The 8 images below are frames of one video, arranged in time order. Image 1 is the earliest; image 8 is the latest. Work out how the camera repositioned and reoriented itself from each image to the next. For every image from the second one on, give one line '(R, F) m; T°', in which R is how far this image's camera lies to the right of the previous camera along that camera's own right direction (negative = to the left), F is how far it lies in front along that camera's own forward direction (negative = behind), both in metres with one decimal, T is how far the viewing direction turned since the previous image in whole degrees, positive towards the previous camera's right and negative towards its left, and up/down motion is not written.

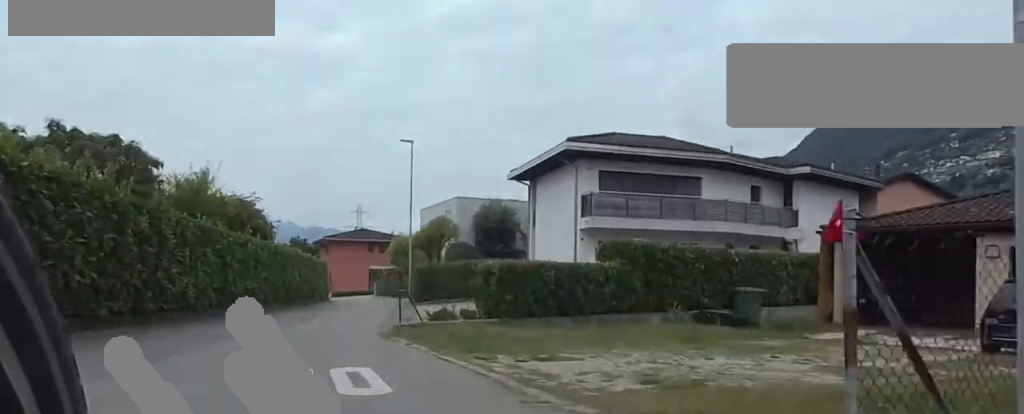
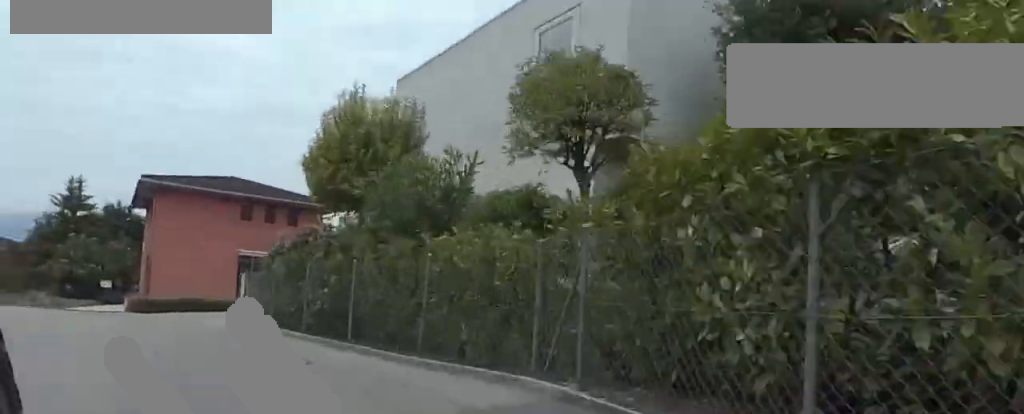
(-2.0, +32.1) m; -4°
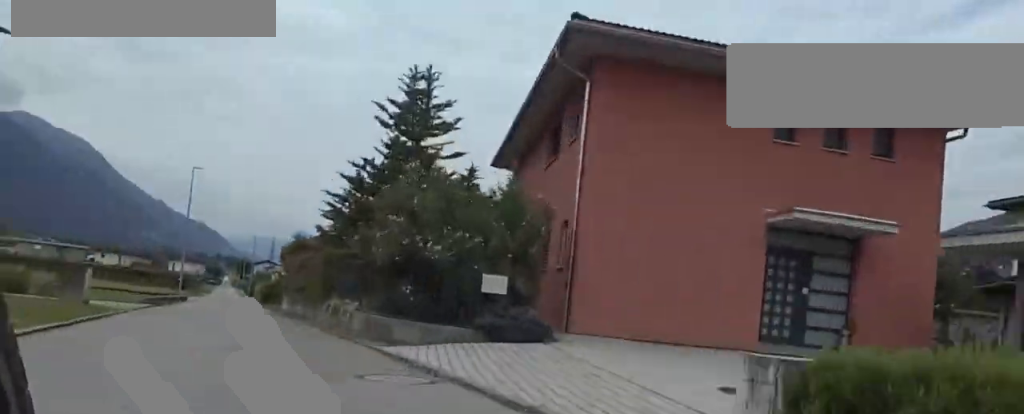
(0.0, +23.4) m; 0°
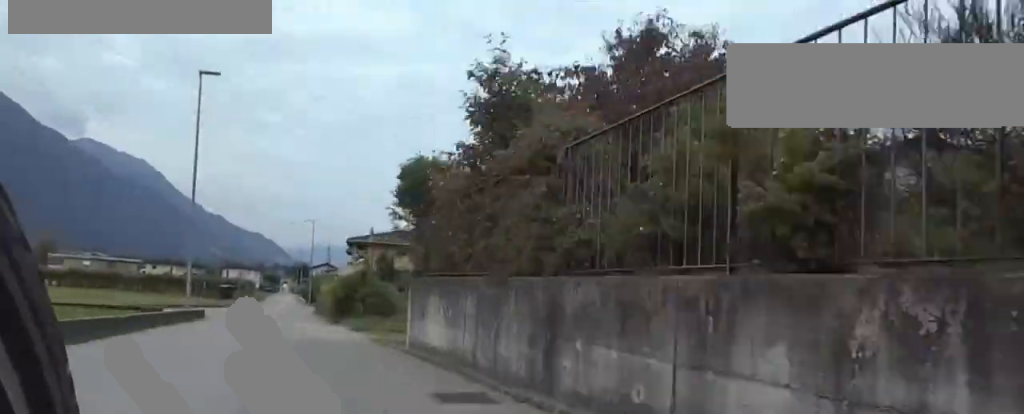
(0.0, +18.0) m; 0°
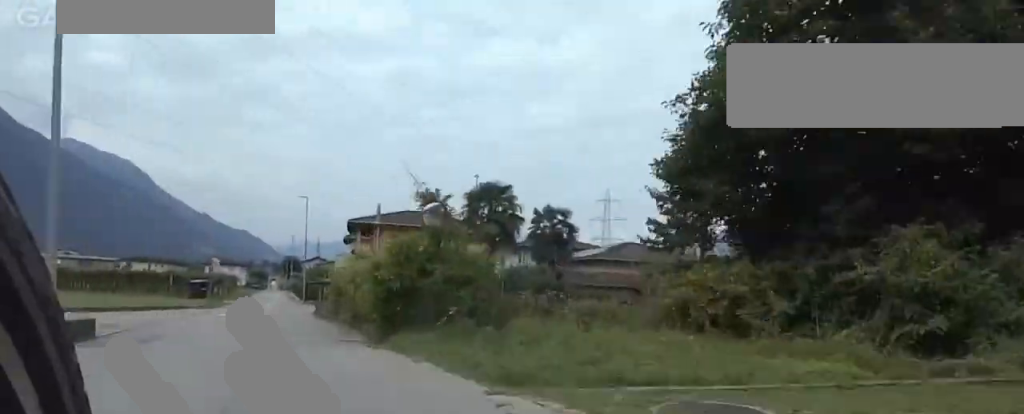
(0.0, +10.7) m; 0°
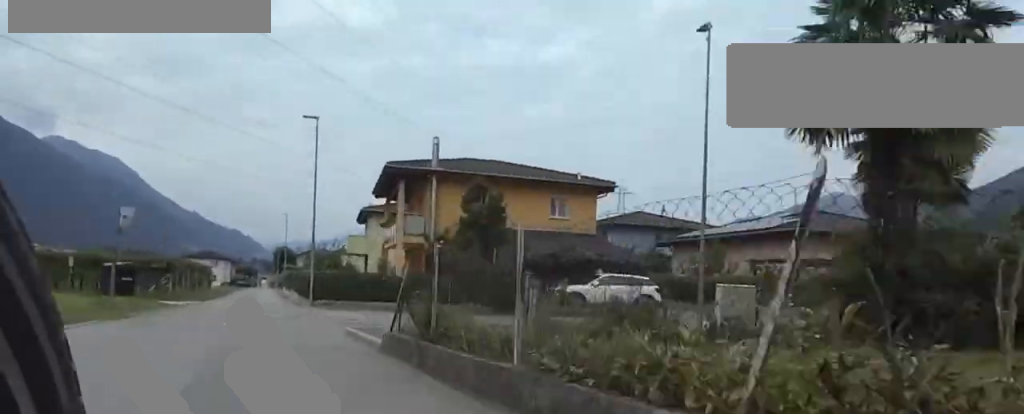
(0.0, +18.8) m; 0°
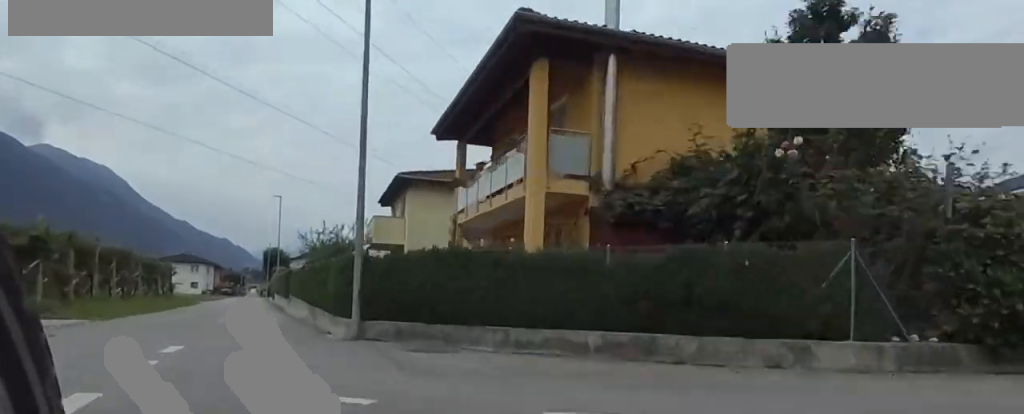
(0.0, +15.2) m; 0°
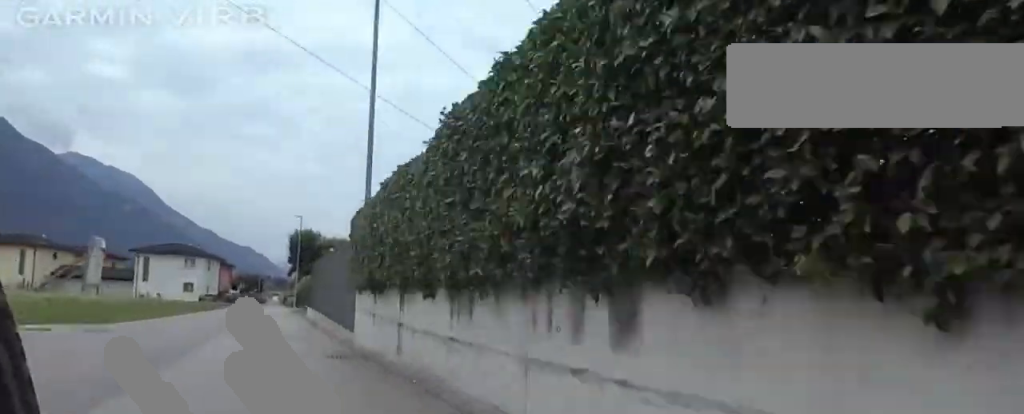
(0.0, +33.7) m; 0°
